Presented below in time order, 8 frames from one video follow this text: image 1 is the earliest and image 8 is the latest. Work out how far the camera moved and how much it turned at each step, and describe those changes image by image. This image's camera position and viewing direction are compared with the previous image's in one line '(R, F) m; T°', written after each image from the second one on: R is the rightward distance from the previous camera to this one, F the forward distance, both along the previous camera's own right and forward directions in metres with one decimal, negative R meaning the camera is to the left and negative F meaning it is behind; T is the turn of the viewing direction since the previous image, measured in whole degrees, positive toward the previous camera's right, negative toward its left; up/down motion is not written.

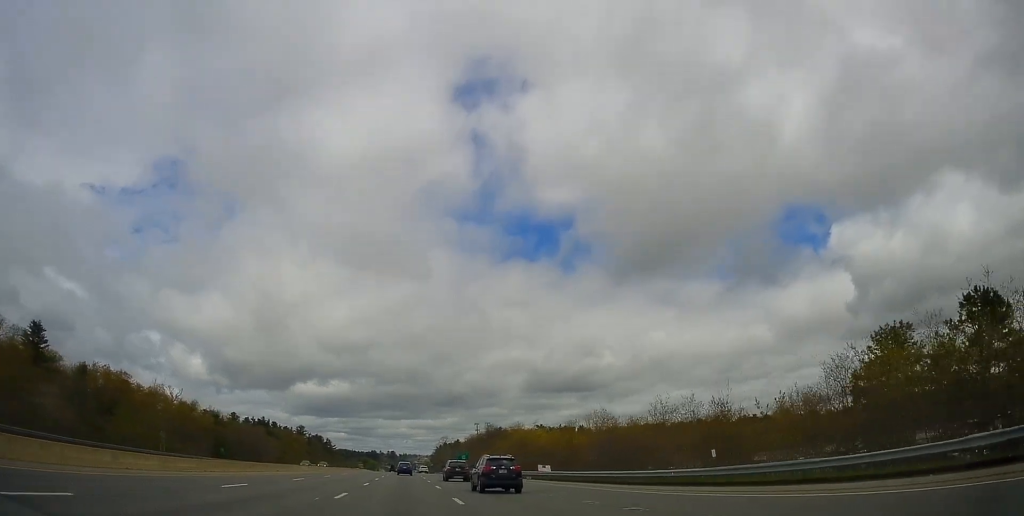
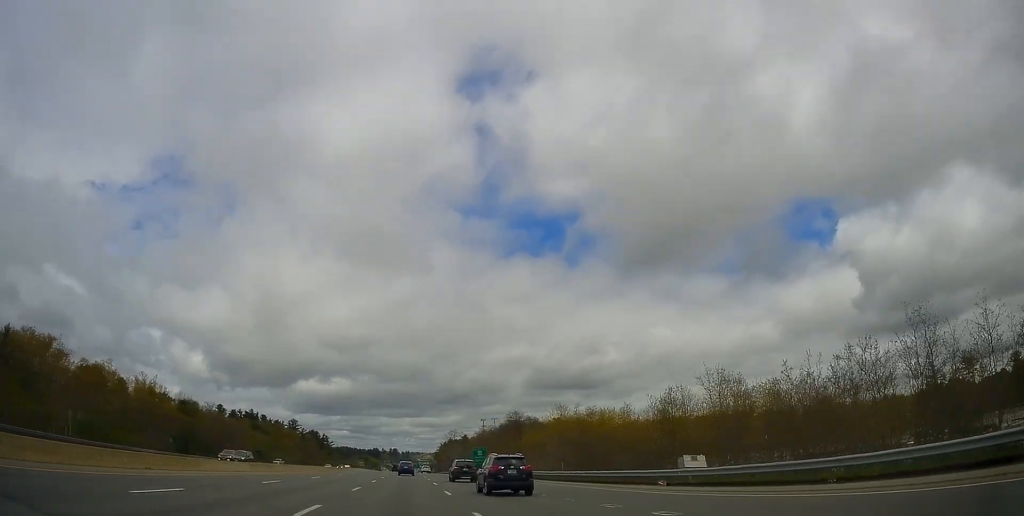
(-0.1, +31.4) m; 0°
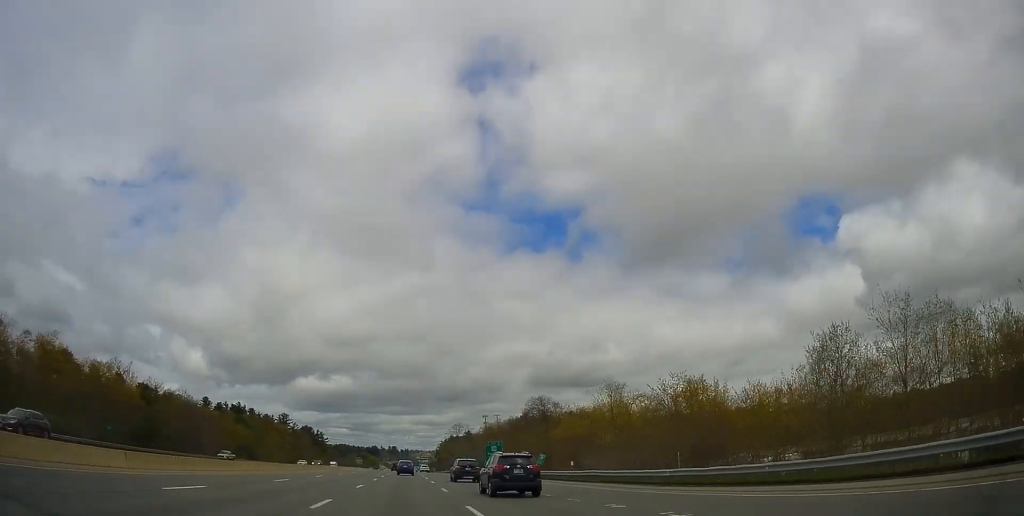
(-0.2, +22.9) m; 0°
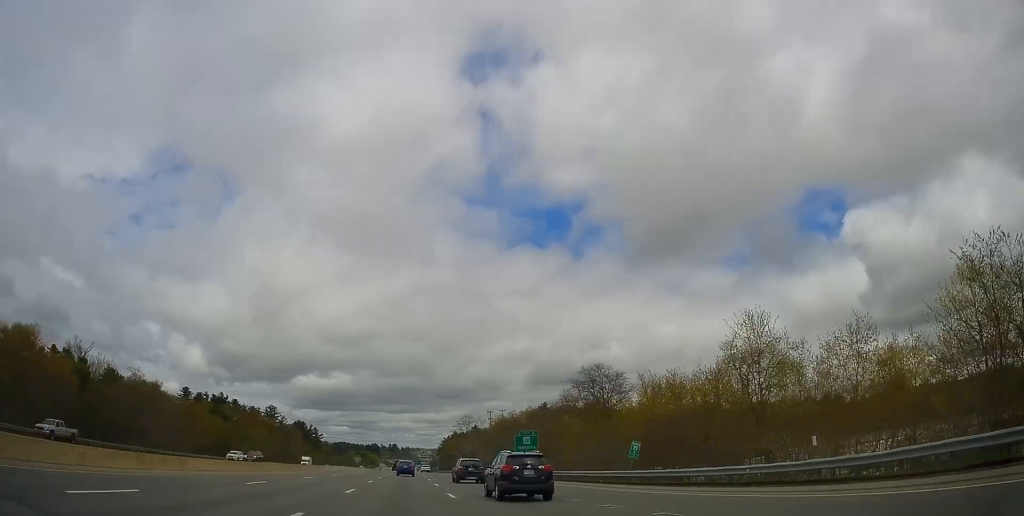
(+0.3, +29.6) m; +1°
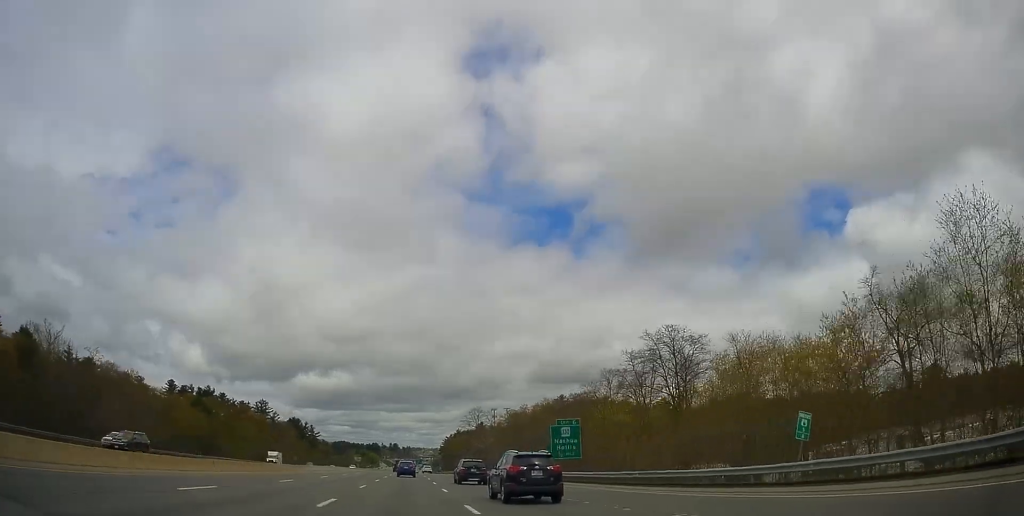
(0.0, +19.3) m; 0°
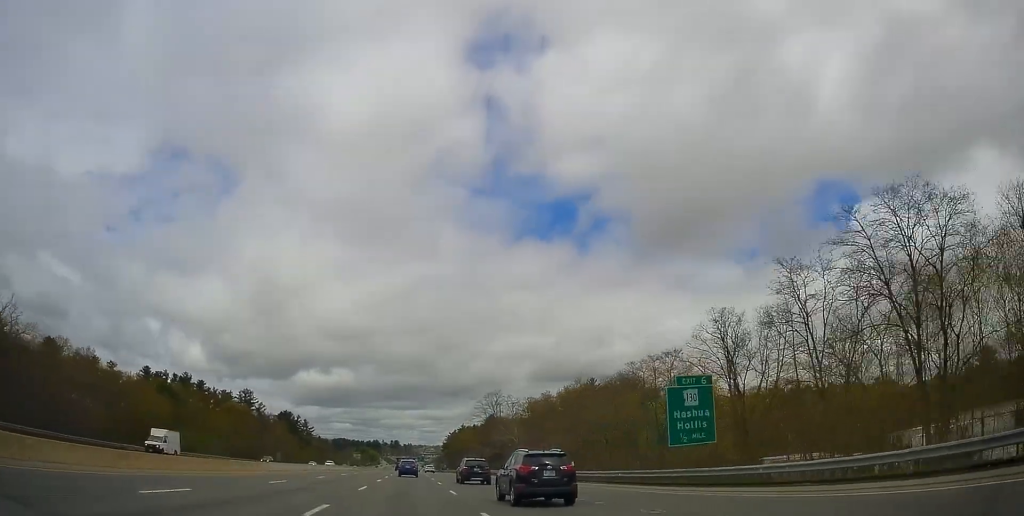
(0.0, +27.5) m; -1°
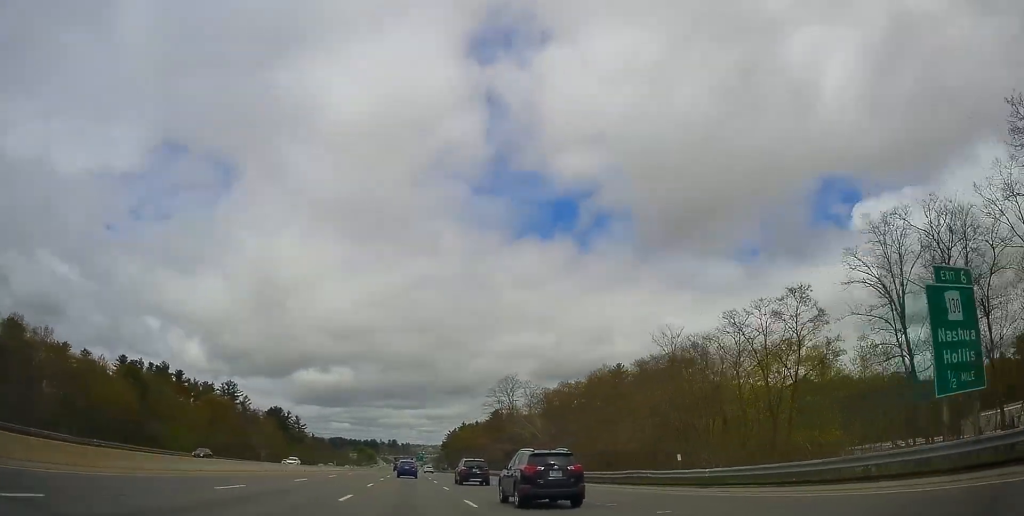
(-0.1, +19.6) m; 0°
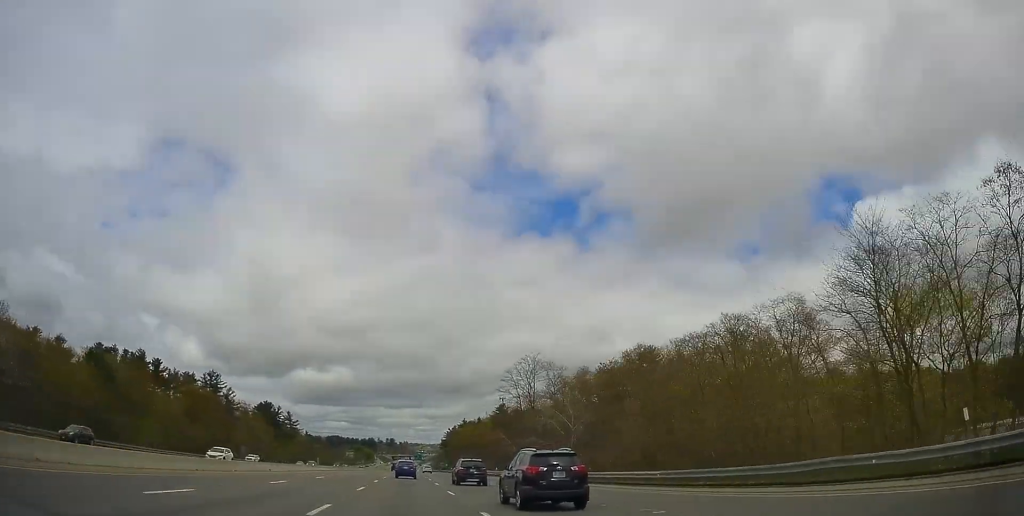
(-0.2, +17.5) m; 0°
